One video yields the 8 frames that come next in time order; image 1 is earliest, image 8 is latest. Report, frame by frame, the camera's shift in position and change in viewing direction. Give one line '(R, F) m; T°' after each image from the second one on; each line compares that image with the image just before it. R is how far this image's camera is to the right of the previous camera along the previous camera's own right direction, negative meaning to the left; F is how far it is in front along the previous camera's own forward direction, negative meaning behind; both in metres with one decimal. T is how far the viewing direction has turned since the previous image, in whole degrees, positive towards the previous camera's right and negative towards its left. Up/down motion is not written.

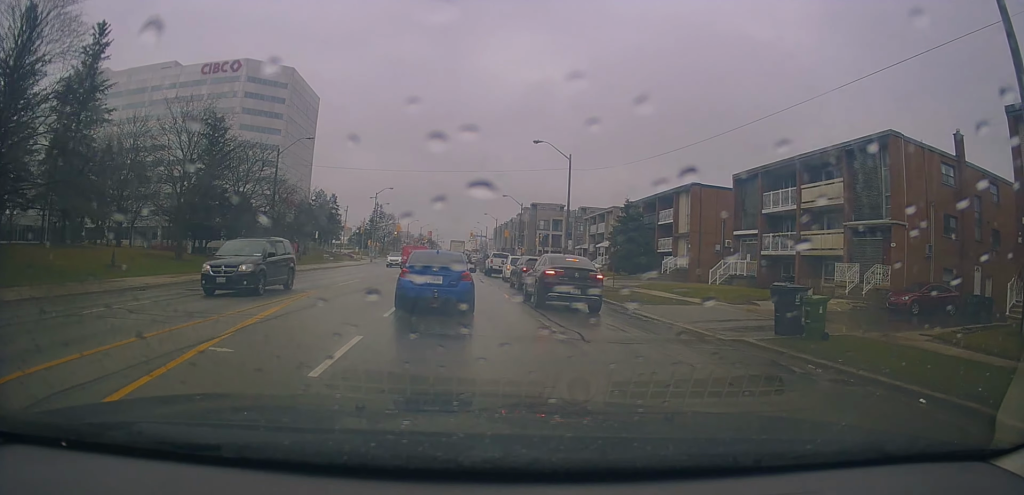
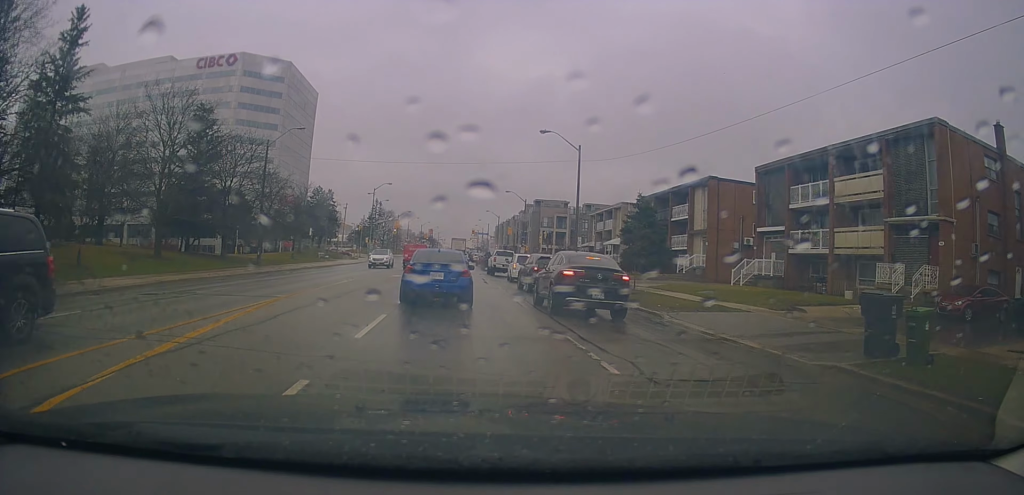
(+0.2, +2.9) m; +1°
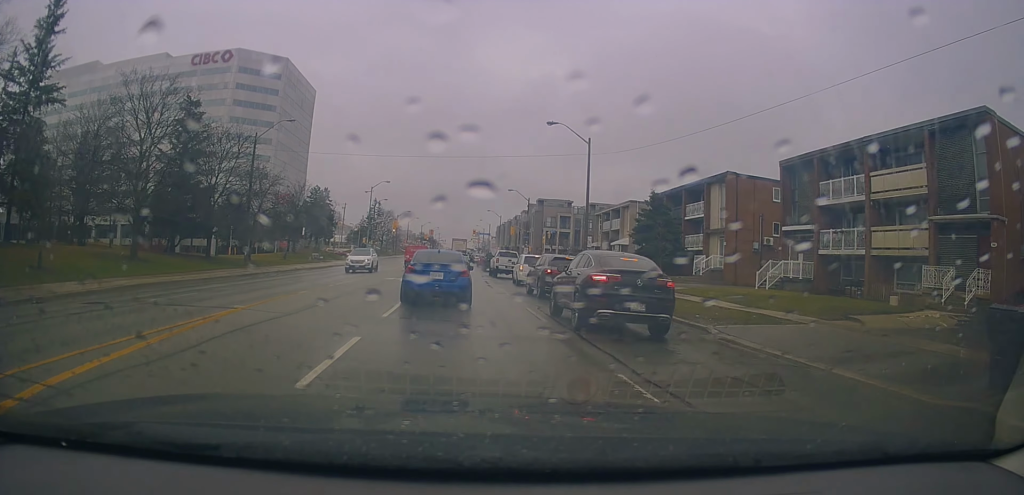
(0.0, +2.8) m; +1°
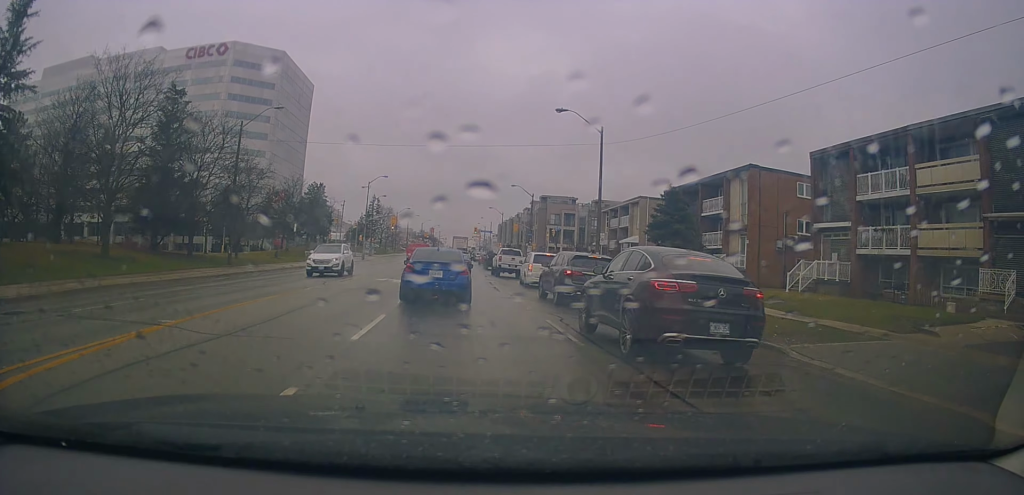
(-0.1, +3.1) m; +2°
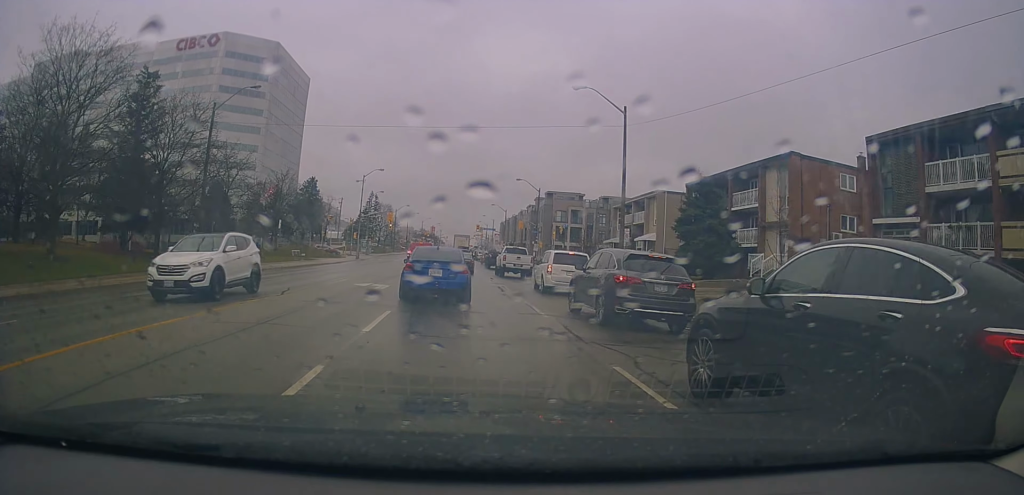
(+0.2, +5.0) m; +1°
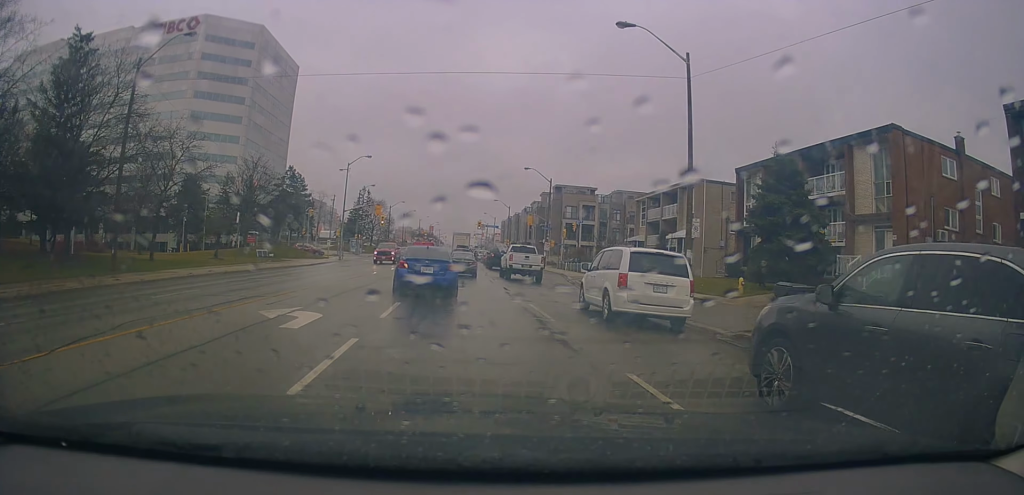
(-0.2, +10.0) m; -4°
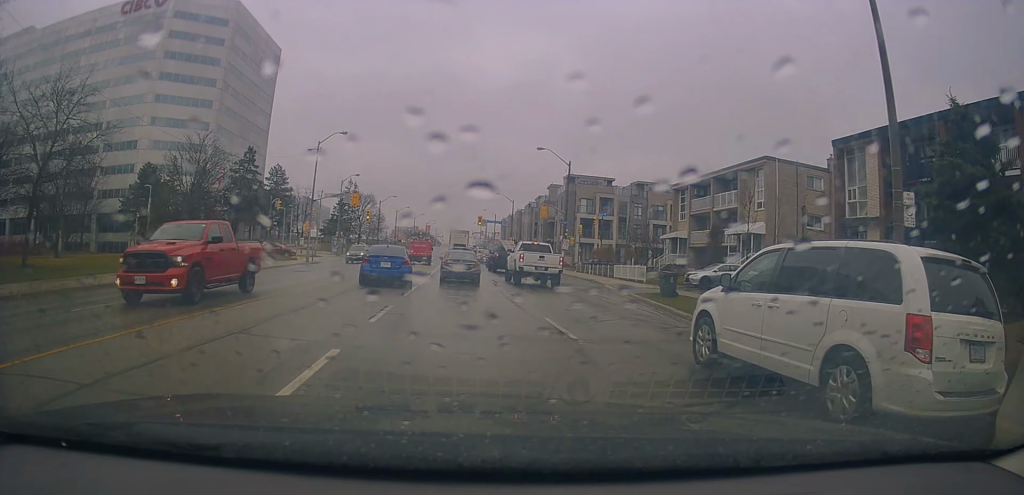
(-0.8, +12.9) m; -1°
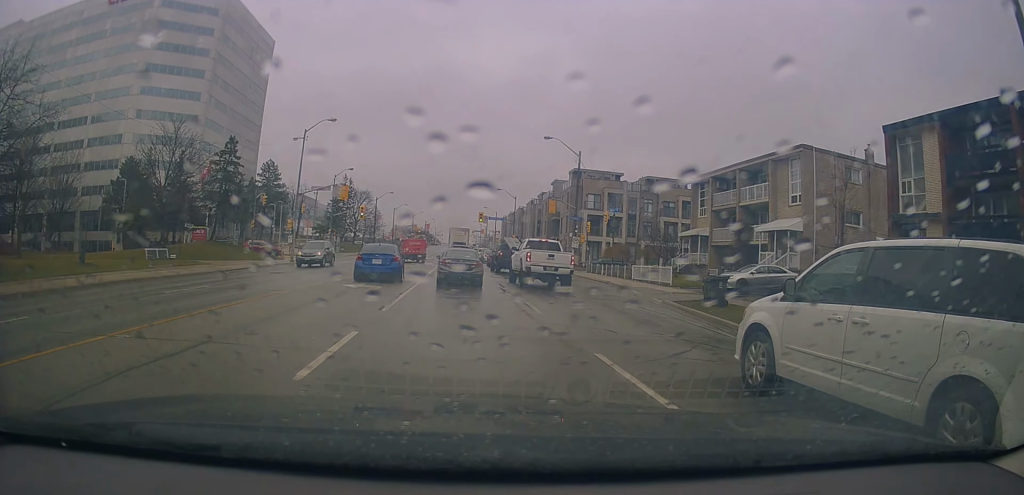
(+0.2, +4.5) m; +2°
